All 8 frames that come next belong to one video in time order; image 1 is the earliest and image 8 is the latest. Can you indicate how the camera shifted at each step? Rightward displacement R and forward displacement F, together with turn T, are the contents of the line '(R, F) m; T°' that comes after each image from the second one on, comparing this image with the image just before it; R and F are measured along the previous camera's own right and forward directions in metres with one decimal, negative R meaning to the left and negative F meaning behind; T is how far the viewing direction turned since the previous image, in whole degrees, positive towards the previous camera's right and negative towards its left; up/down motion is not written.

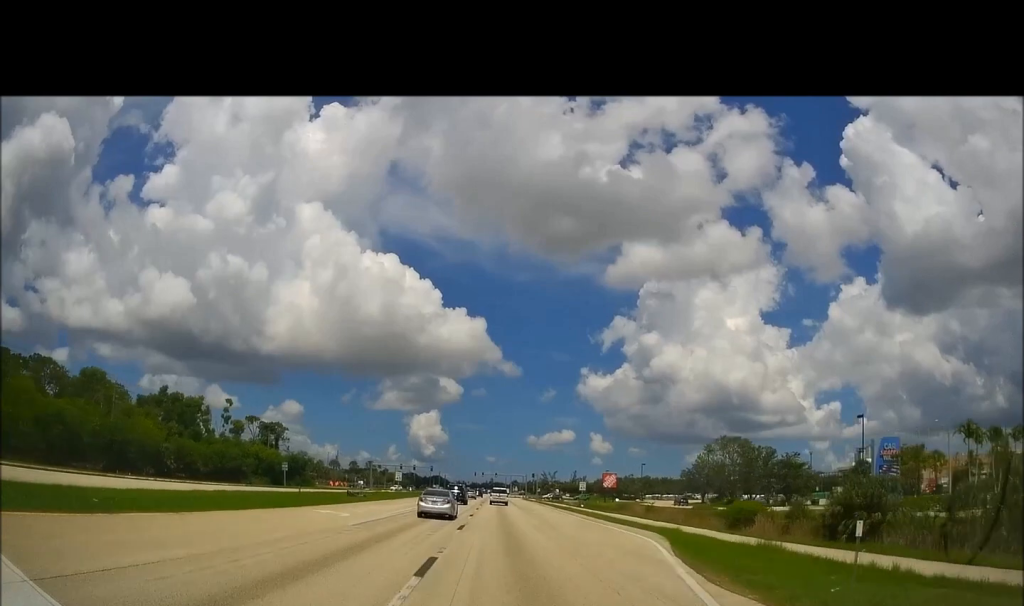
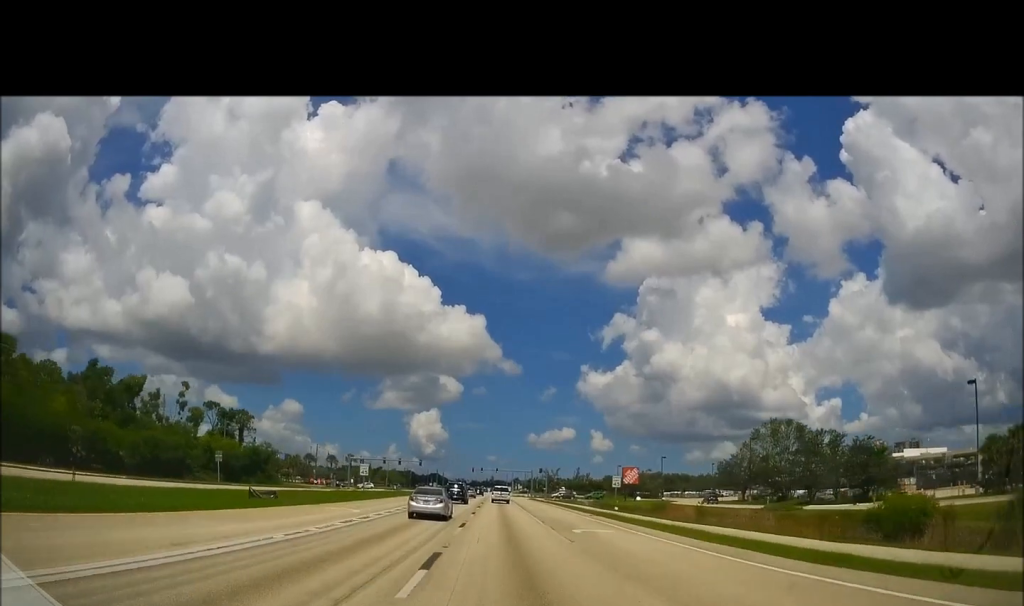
(0.0, +23.7) m; 0°
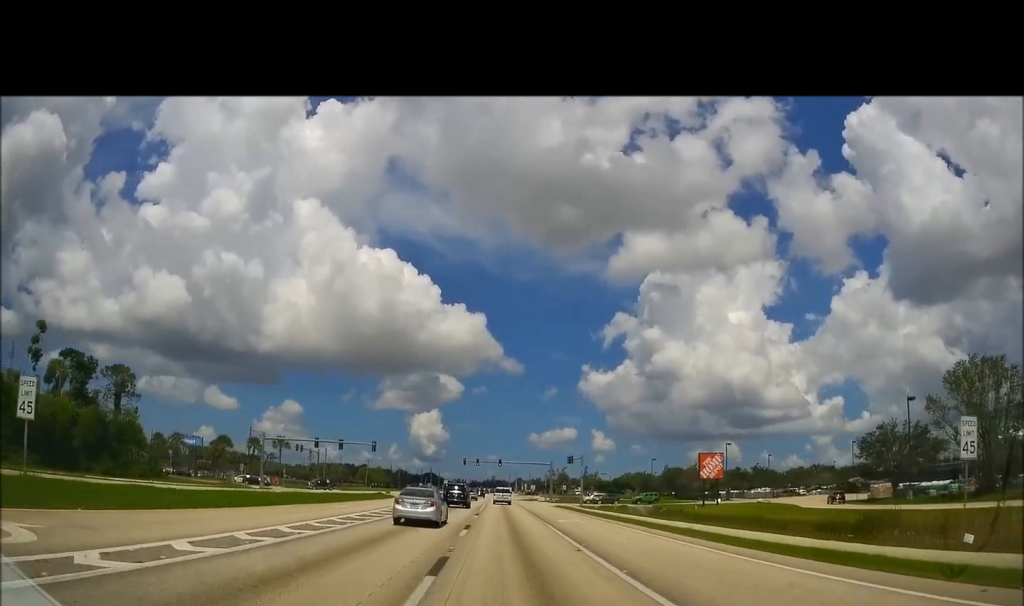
(+0.6, +49.9) m; +1°
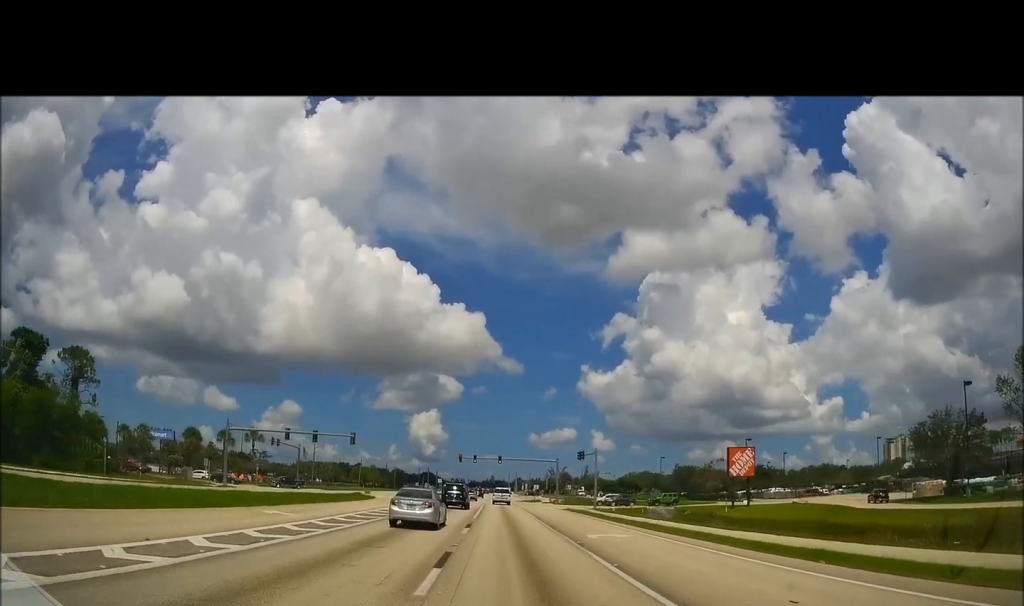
(+0.1, +11.1) m; -1°
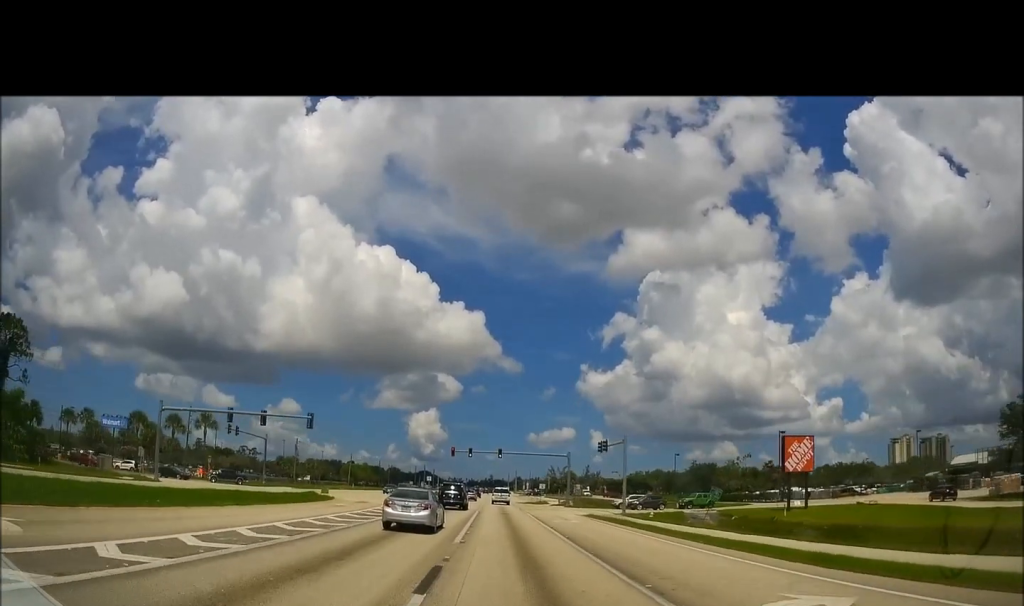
(-0.3, +15.1) m; 0°
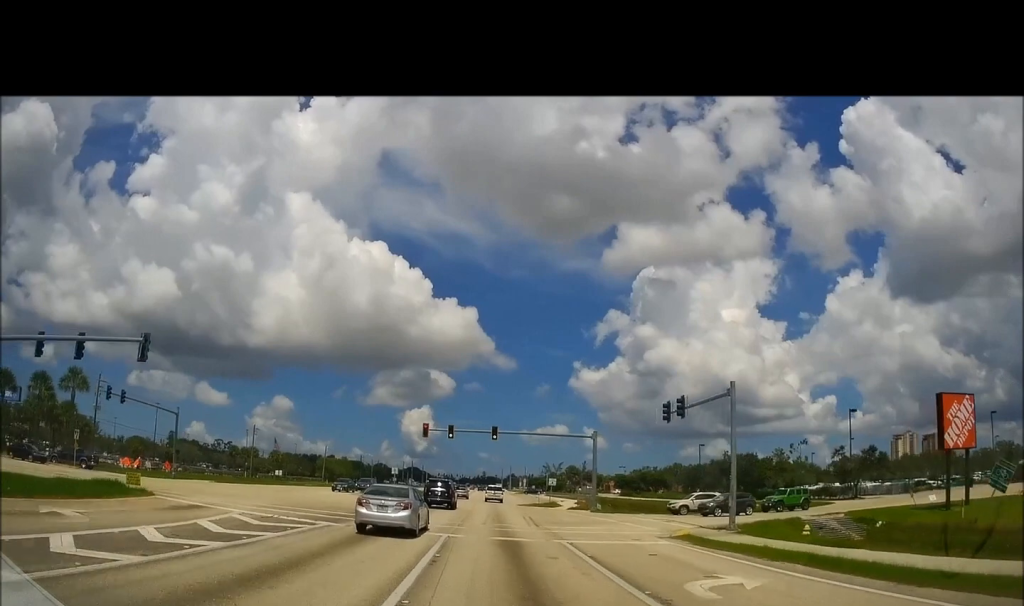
(+0.2, +24.6) m; +1°
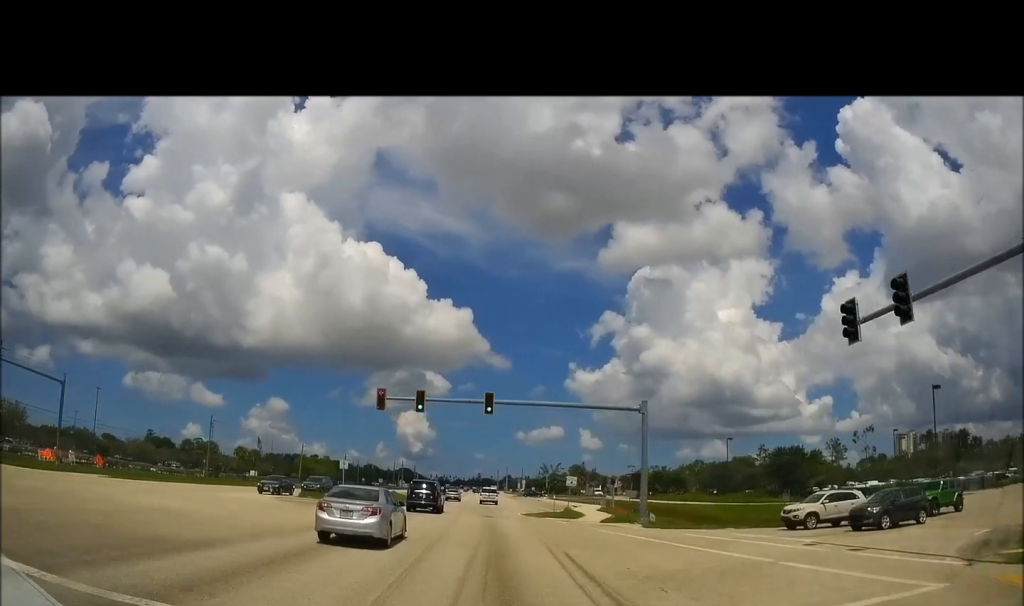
(+0.1, +19.2) m; 0°
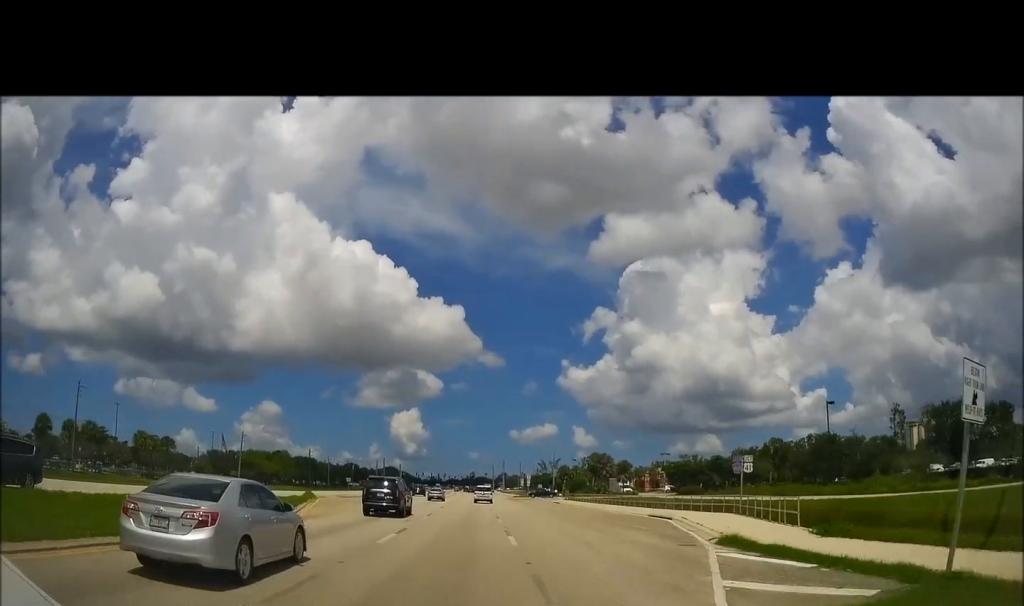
(+0.2, +39.8) m; +1°
